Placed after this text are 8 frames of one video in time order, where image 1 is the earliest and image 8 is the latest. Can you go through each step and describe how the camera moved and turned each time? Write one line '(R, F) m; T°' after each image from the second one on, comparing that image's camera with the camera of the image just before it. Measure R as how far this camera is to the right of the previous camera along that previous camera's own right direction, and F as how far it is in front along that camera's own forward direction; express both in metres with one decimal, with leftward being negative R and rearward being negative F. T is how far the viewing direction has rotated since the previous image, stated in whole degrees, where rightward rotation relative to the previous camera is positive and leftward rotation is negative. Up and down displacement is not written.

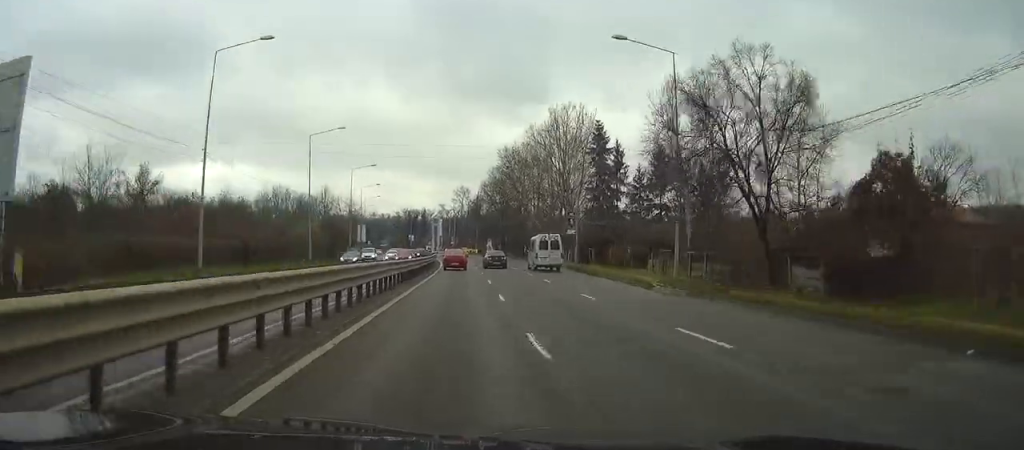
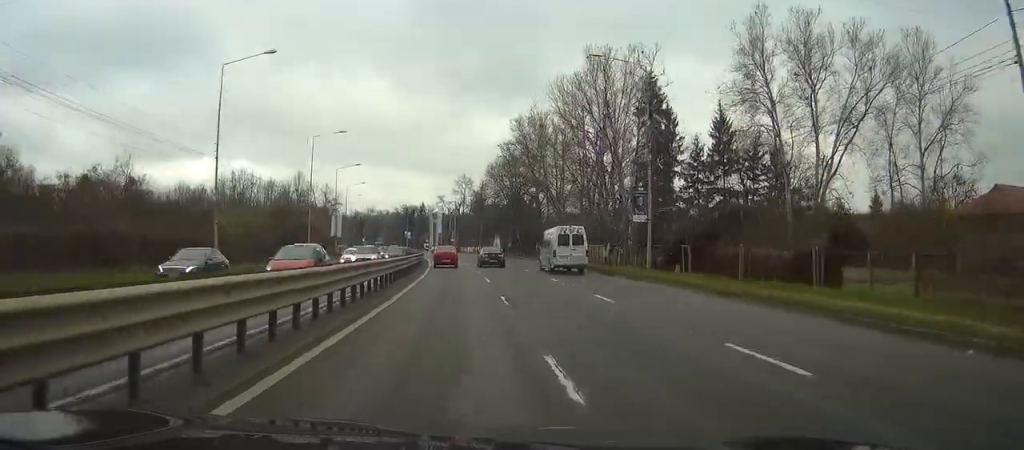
(-0.1, +26.3) m; 0°
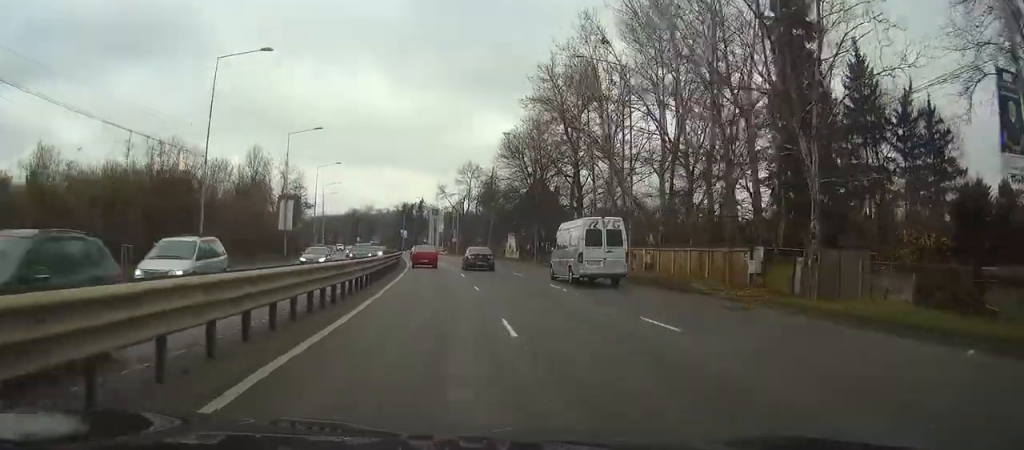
(0.0, +30.6) m; 0°
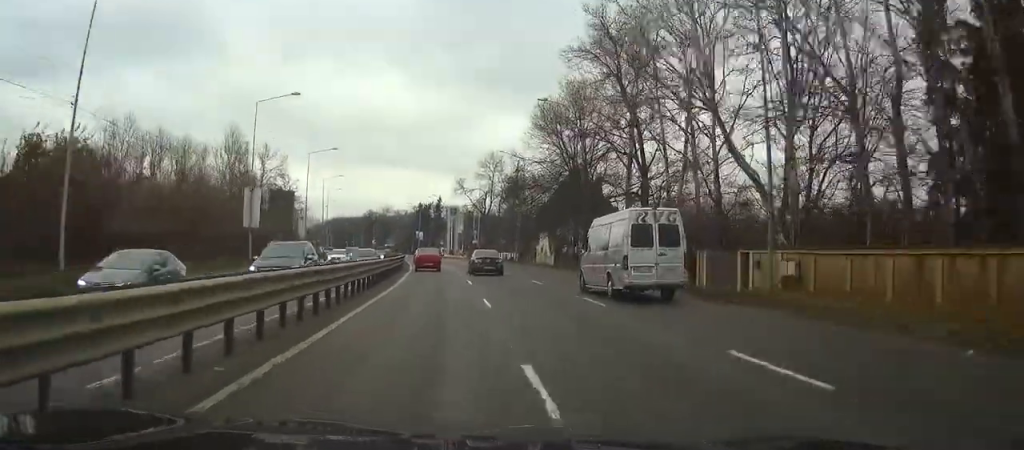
(-0.1, +17.3) m; -1°
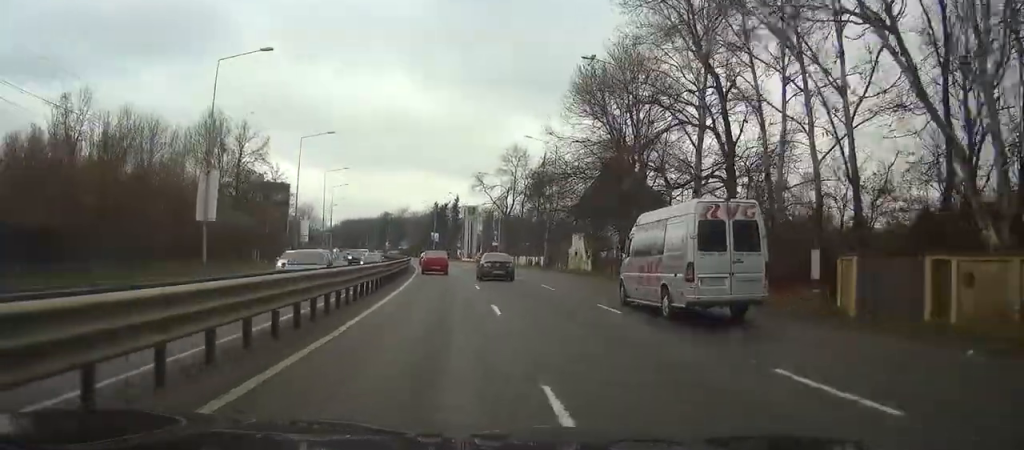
(+0.1, +13.0) m; -1°
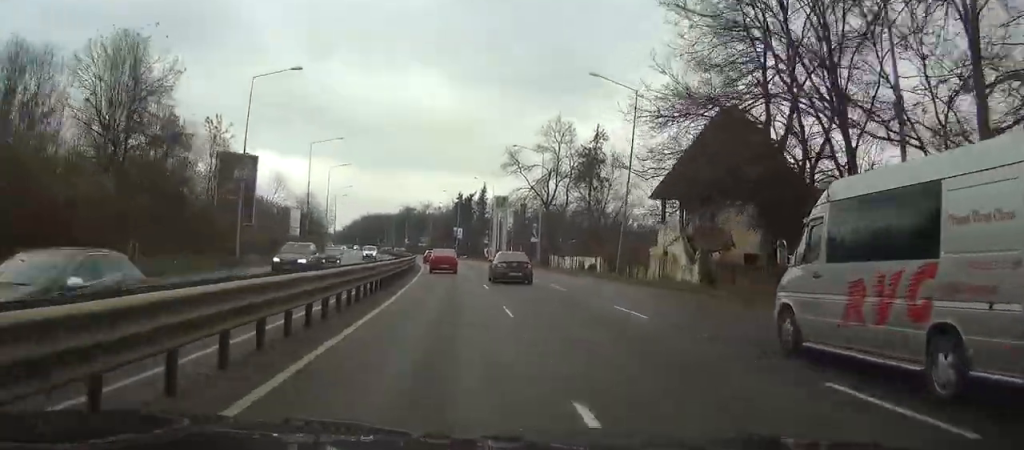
(-0.6, +24.1) m; -2°
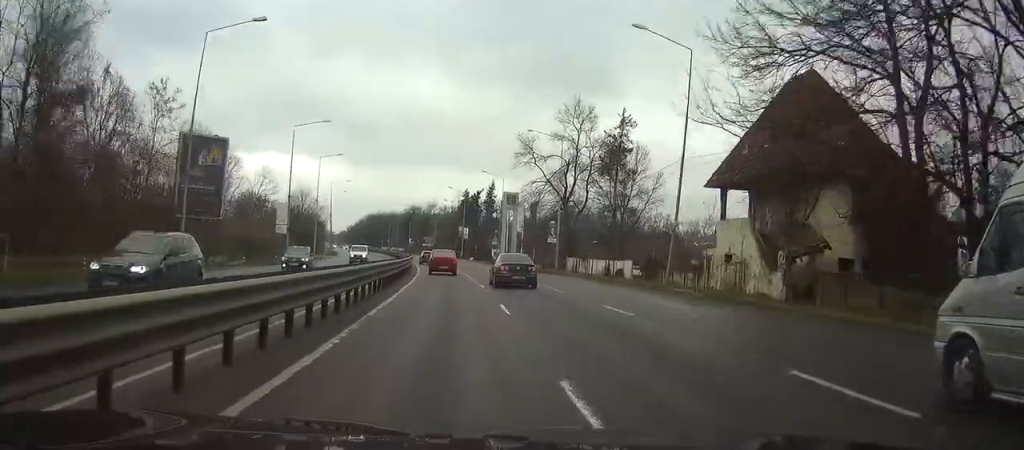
(-0.1, +10.5) m; -1°
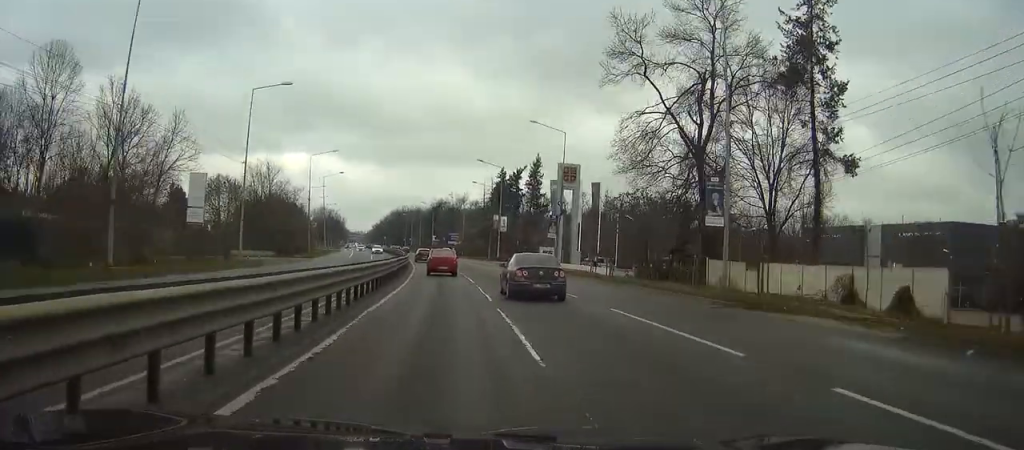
(-0.8, +37.0) m; -3°
